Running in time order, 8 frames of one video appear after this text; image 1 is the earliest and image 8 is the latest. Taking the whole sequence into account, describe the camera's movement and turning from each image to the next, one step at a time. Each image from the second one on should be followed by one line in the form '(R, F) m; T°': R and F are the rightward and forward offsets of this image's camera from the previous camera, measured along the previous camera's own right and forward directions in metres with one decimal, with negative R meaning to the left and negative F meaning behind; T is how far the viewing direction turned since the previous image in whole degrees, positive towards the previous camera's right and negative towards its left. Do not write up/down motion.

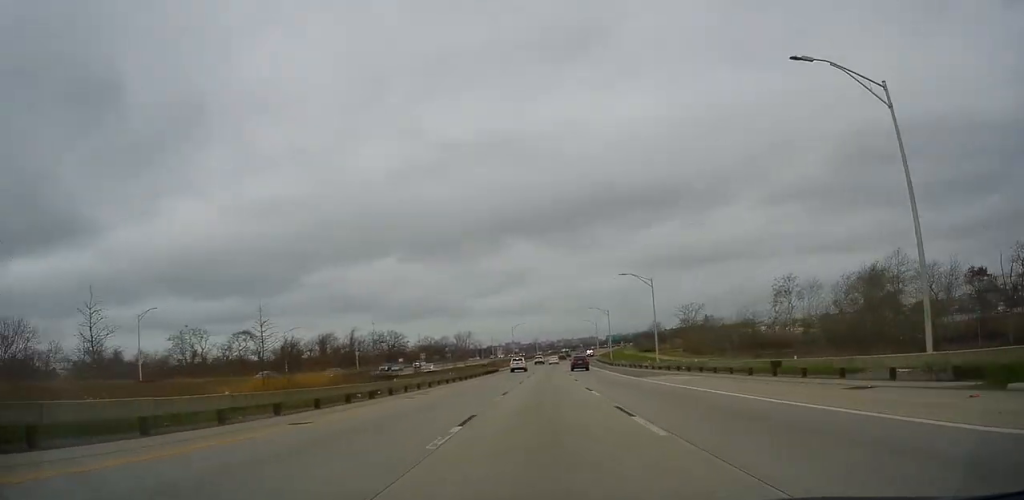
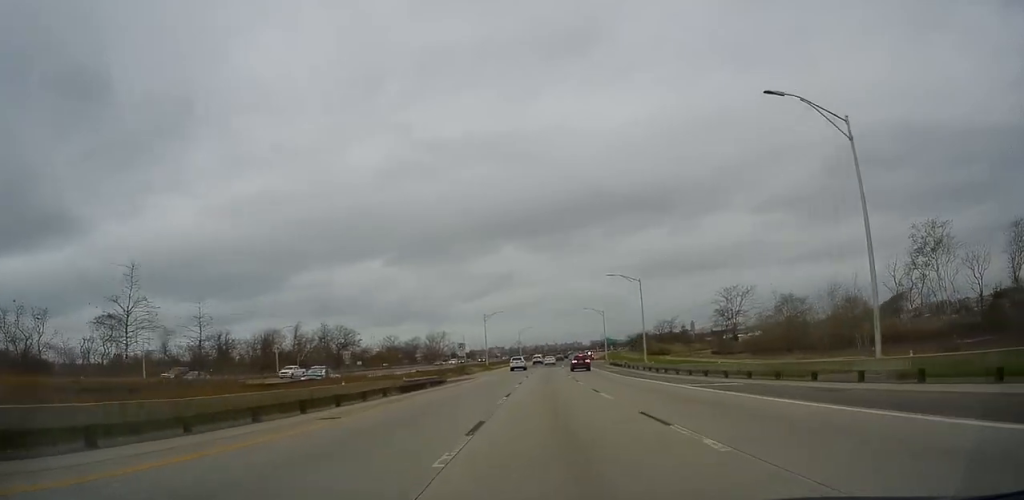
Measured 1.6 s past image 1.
(+0.4, +38.7) m; +1°
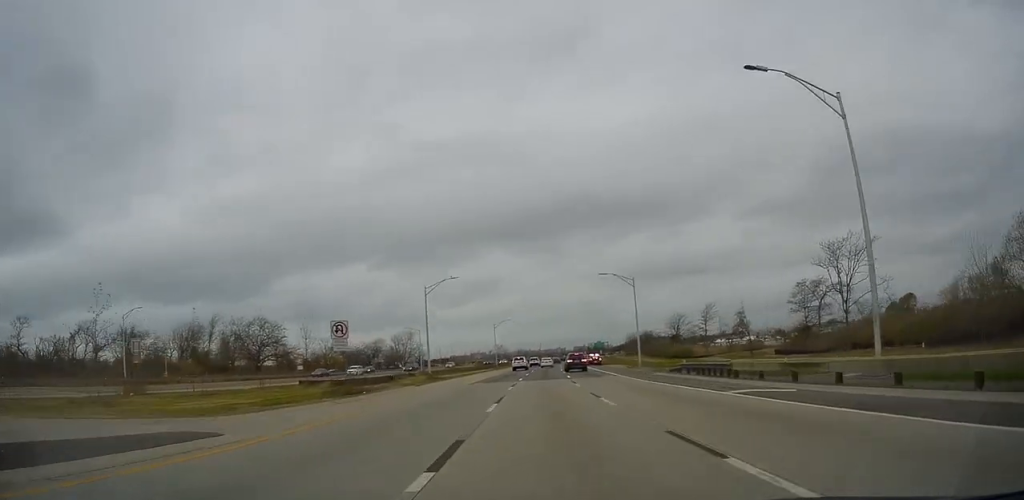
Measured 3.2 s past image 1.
(+0.7, +40.6) m; +2°
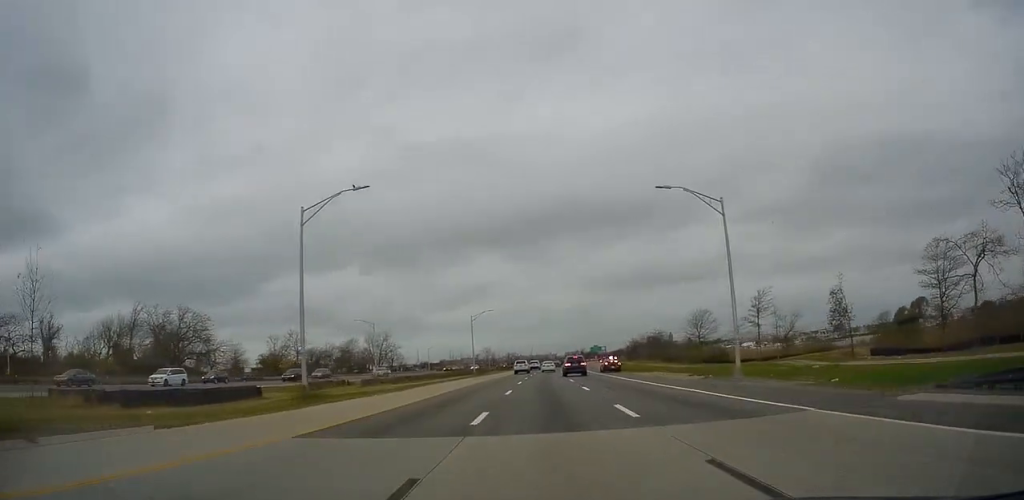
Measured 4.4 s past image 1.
(0.0, +28.0) m; 0°
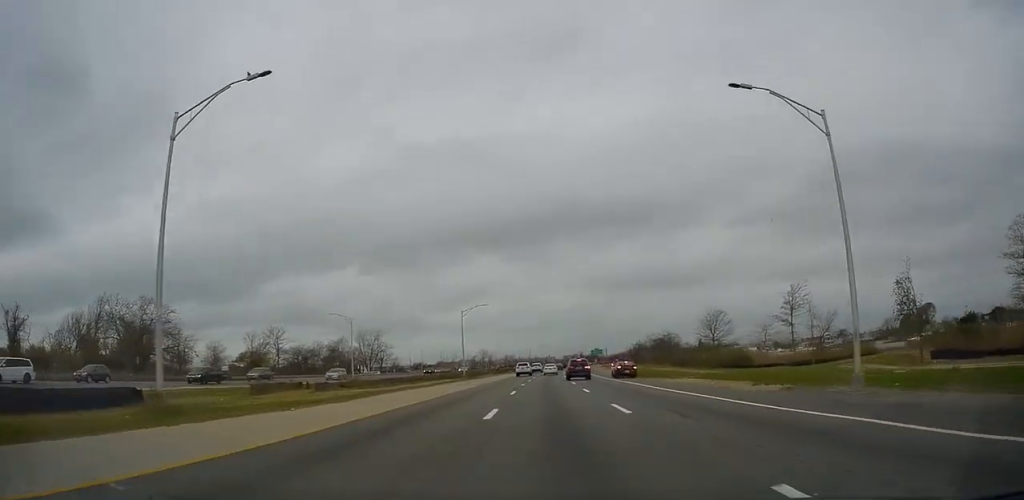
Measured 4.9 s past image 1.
(0.0, +10.7) m; +1°
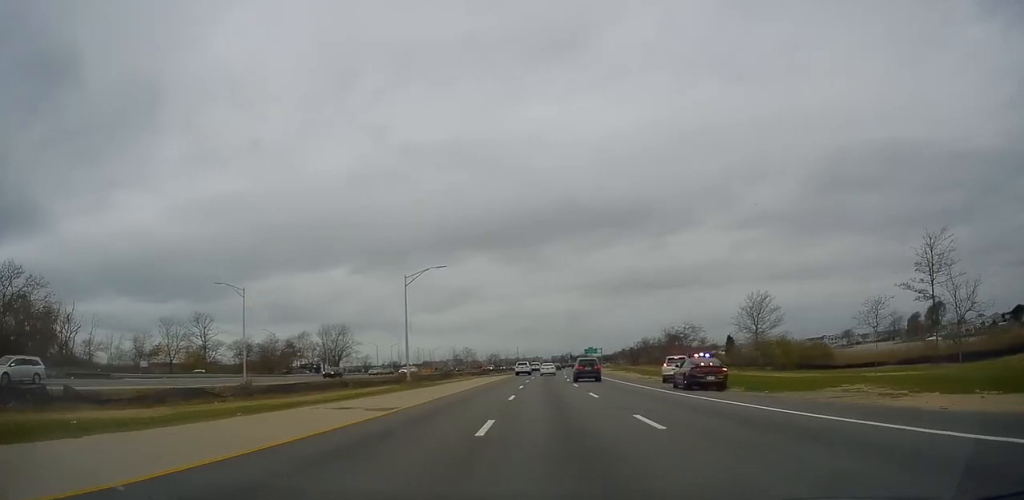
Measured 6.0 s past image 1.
(+0.8, +27.9) m; +2°
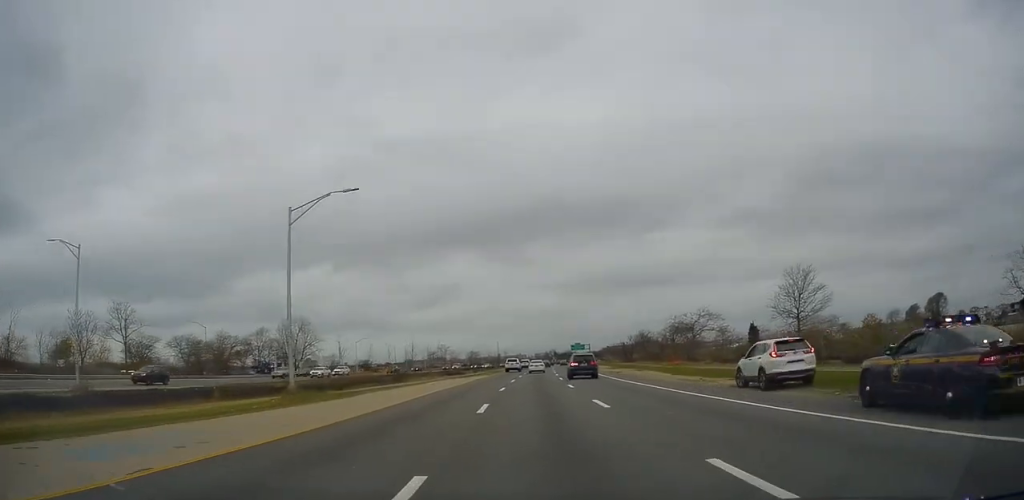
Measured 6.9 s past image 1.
(+0.1, +20.2) m; 0°
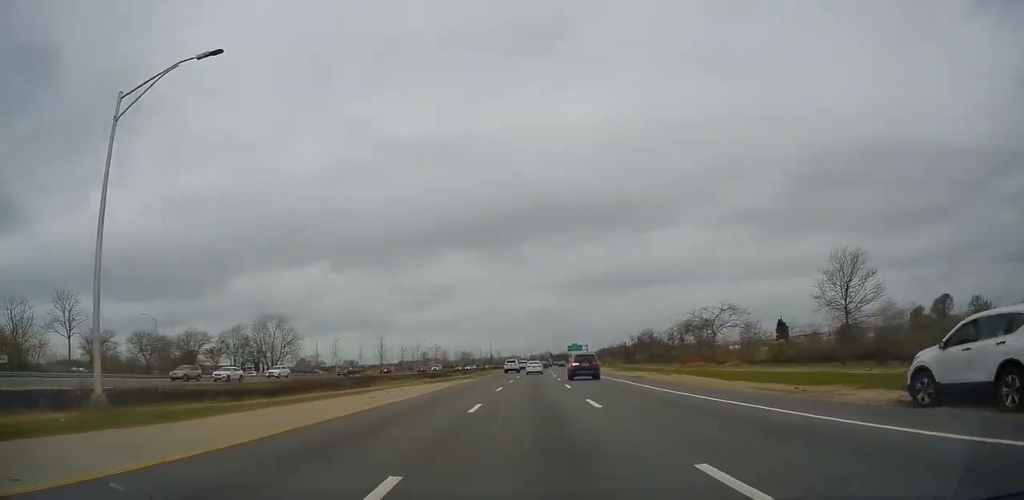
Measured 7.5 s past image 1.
(-0.2, +13.1) m; -1°
